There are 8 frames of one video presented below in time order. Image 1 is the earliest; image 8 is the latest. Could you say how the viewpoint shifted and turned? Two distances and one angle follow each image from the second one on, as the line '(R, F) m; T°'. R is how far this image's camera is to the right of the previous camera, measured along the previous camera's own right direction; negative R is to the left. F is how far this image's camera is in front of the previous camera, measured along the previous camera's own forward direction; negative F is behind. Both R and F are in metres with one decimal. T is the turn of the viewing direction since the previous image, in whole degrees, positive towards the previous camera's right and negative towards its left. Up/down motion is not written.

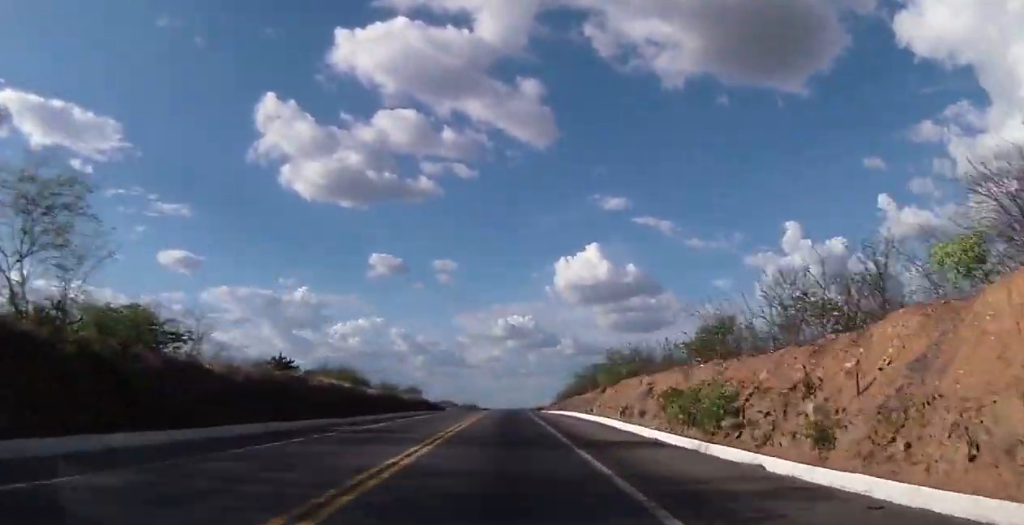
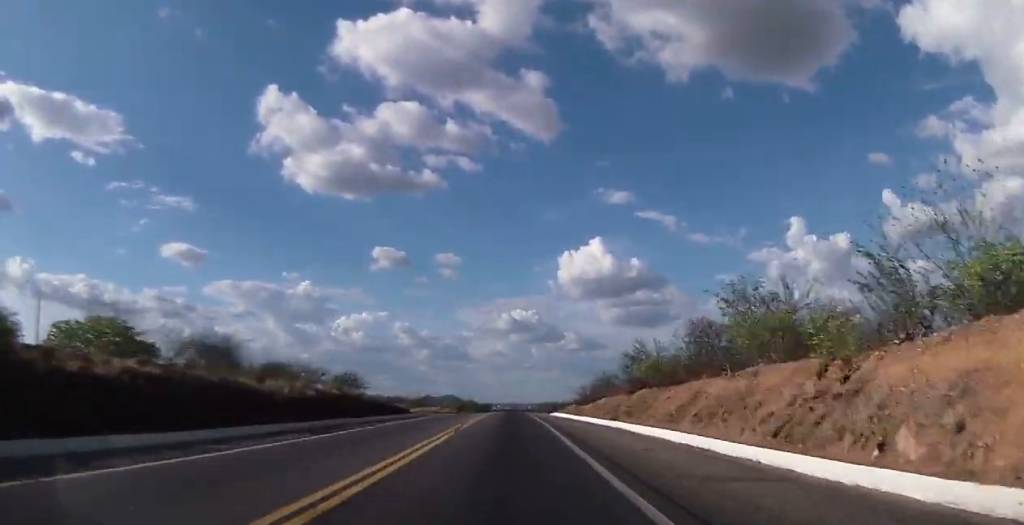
(-0.4, +37.4) m; 0°
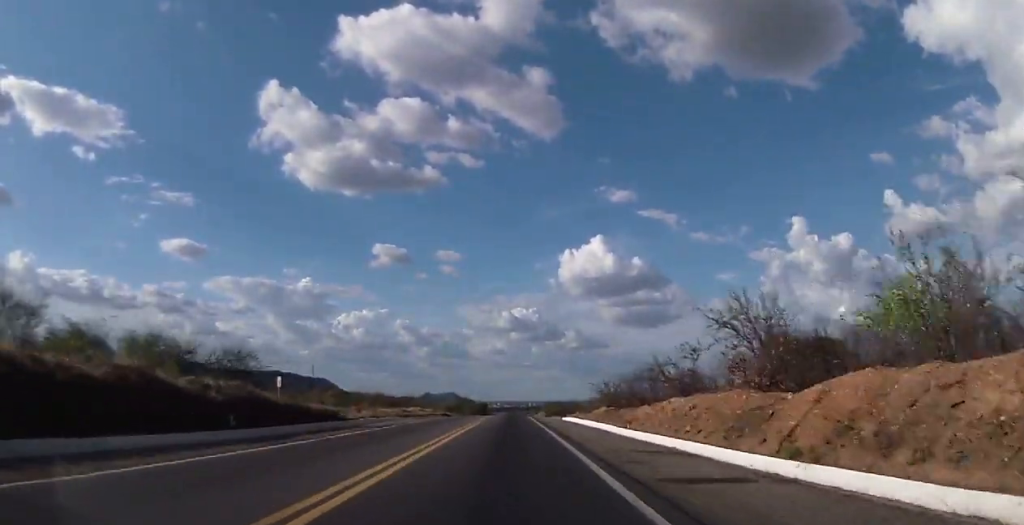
(0.0, +24.7) m; 0°
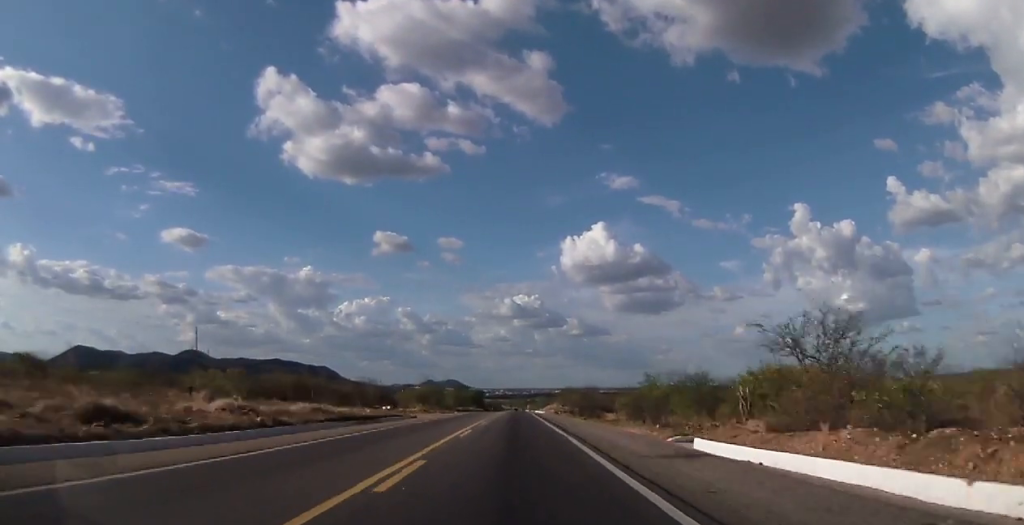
(+0.4, +55.7) m; -1°
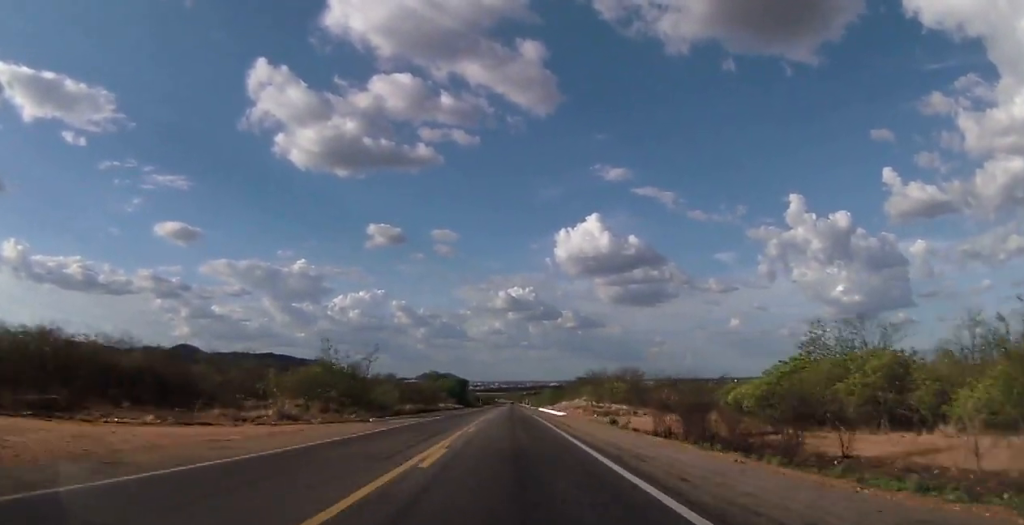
(0.0, +58.9) m; 0°
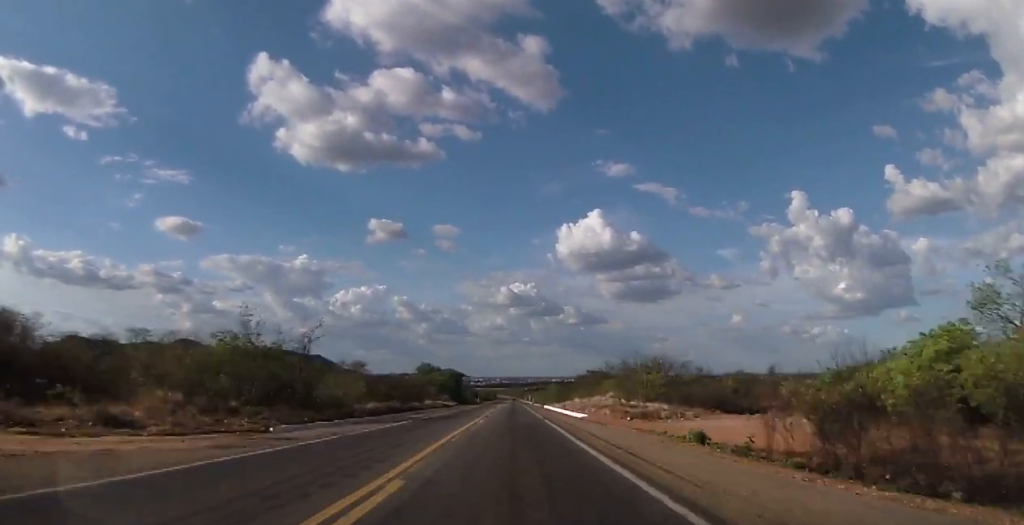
(-0.2, +18.5) m; 0°
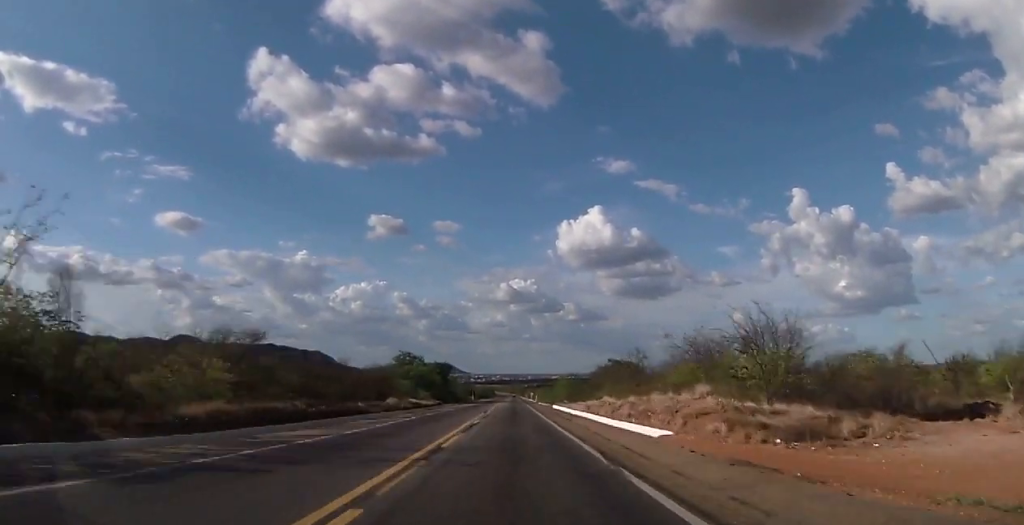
(0.0, +27.4) m; 0°
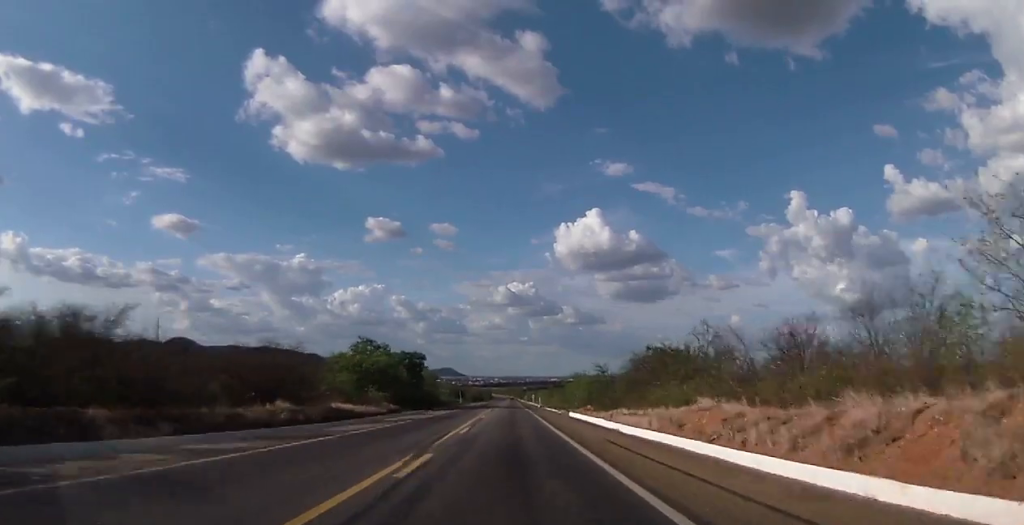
(+0.2, +31.0) m; 0°
